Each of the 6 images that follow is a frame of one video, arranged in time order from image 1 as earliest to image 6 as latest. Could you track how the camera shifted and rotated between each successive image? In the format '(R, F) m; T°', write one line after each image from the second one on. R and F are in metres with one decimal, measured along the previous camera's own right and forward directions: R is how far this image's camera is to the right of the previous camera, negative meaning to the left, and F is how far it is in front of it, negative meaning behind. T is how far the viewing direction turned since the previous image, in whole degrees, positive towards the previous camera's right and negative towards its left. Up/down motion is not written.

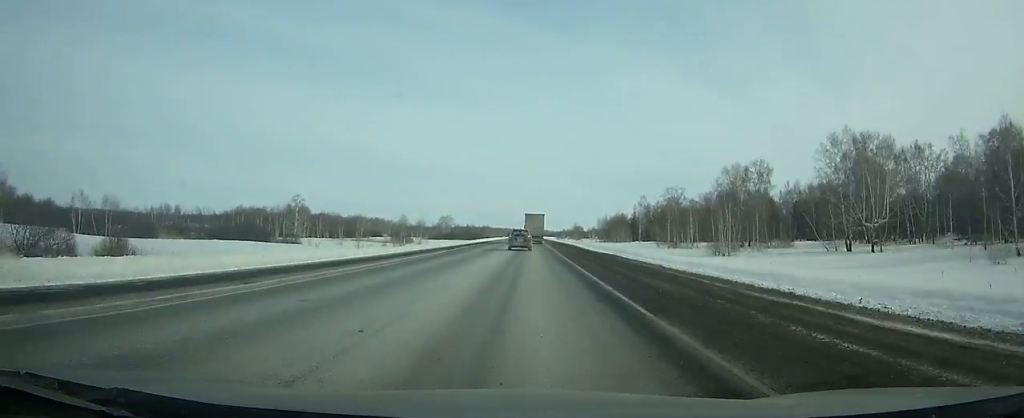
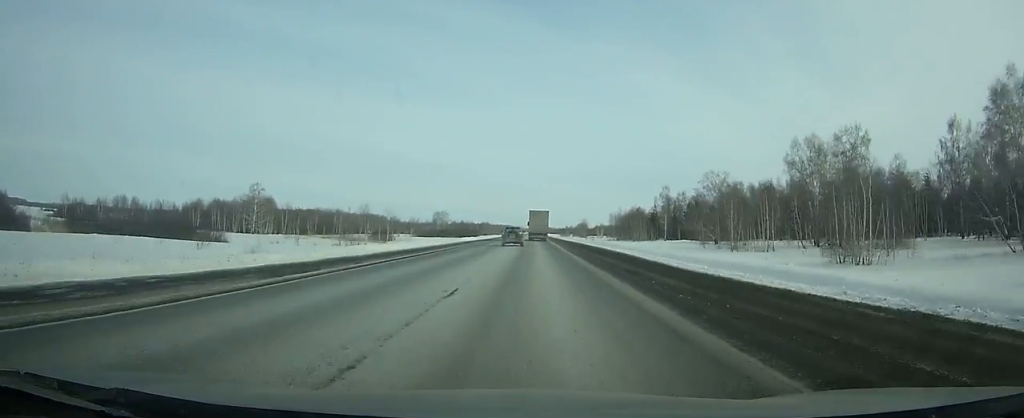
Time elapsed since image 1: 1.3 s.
(-0.1, +34.5) m; 0°
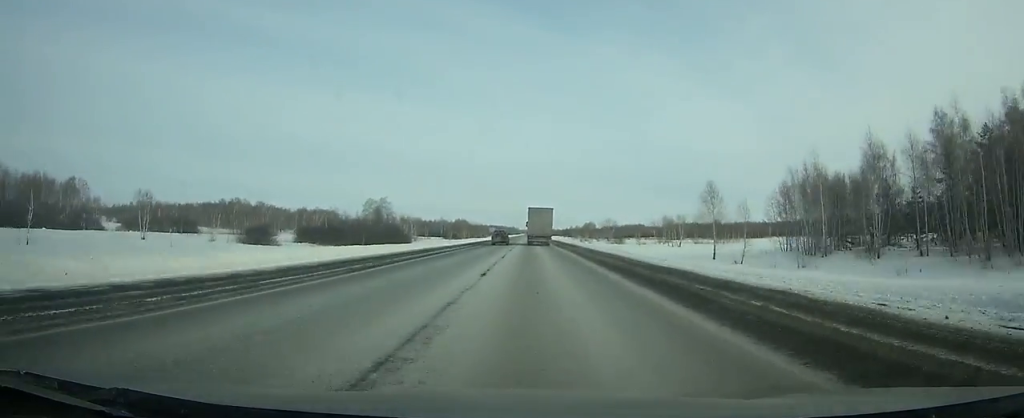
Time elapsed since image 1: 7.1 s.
(+0.3, +165.4) m; 0°
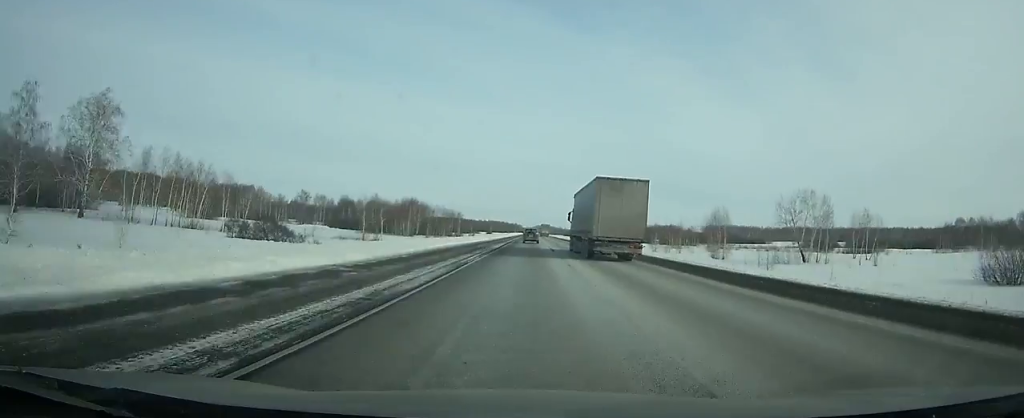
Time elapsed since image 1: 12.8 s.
(-2.0, +180.6) m; -1°
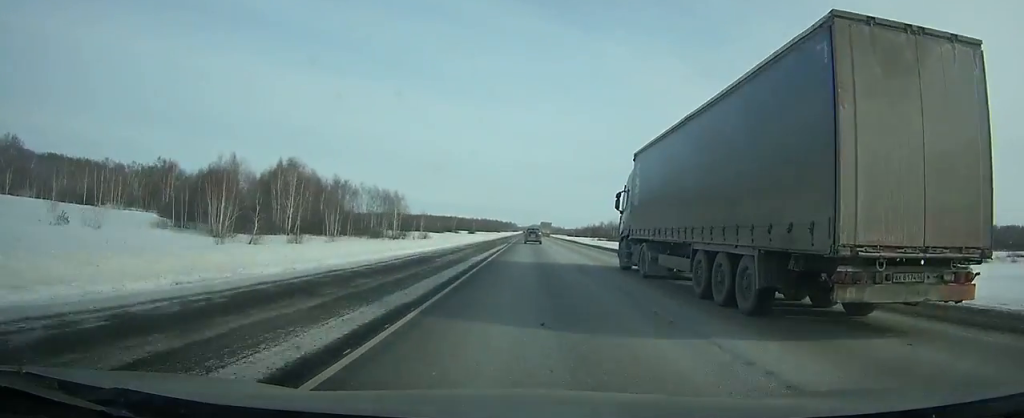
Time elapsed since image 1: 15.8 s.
(+0.4, +100.0) m; +1°
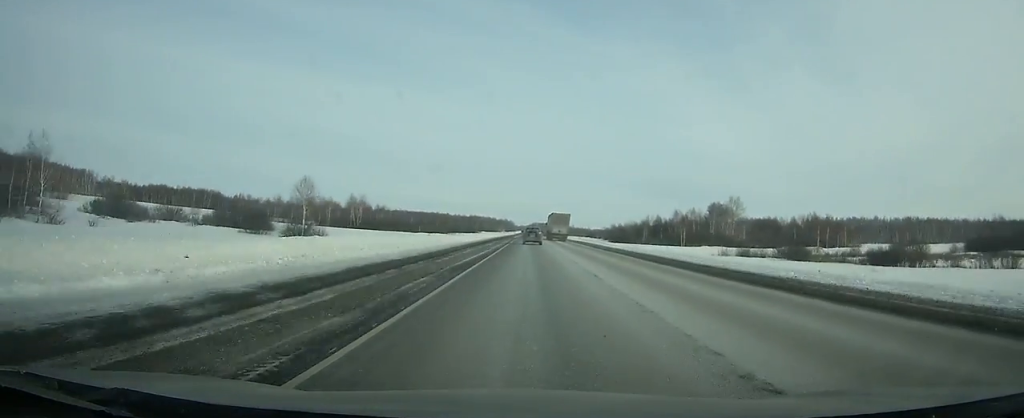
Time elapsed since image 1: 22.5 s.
(+1.1, +228.3) m; 0°
